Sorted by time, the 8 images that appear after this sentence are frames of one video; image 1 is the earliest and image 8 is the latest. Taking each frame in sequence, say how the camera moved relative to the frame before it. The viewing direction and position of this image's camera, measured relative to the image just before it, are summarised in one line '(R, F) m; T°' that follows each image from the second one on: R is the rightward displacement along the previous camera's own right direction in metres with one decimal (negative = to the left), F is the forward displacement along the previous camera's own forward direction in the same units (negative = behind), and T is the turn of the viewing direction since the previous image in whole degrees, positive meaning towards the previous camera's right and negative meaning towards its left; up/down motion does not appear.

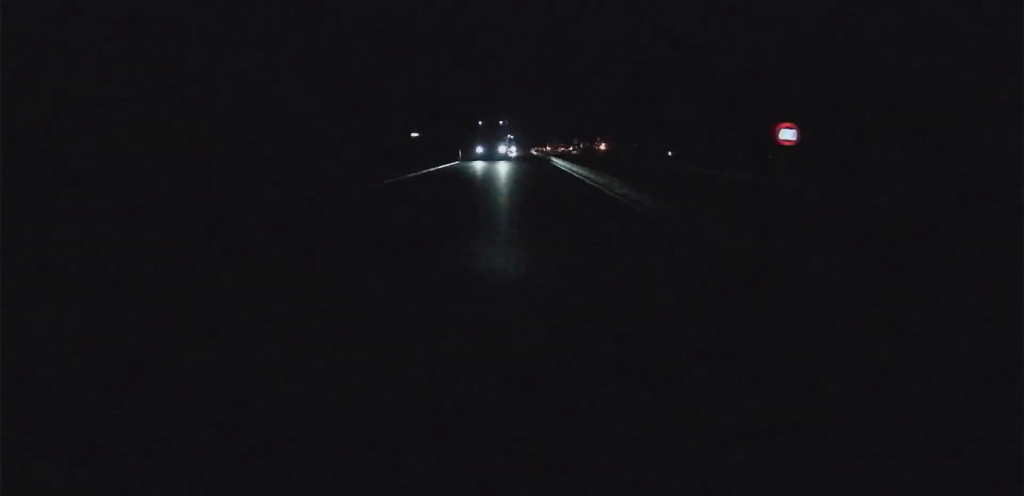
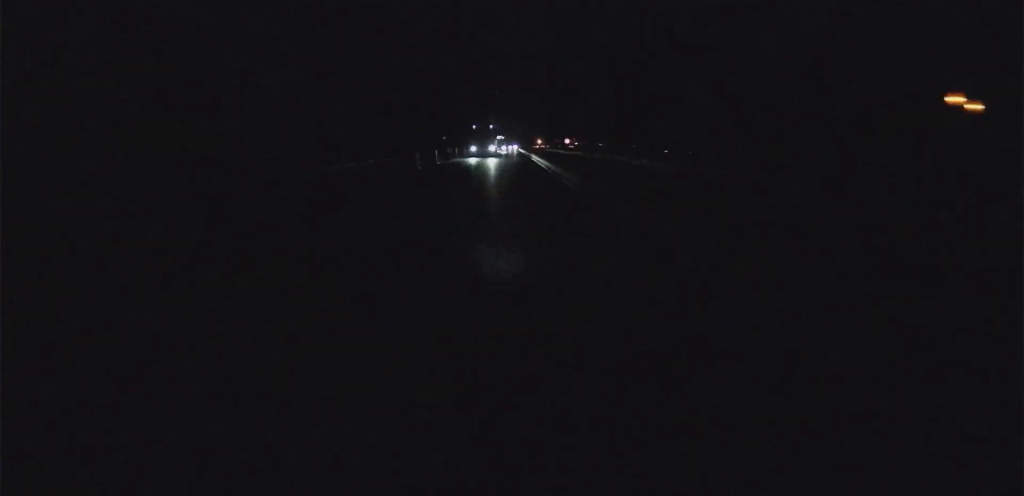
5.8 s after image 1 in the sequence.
(+0.4, +131.0) m; 0°
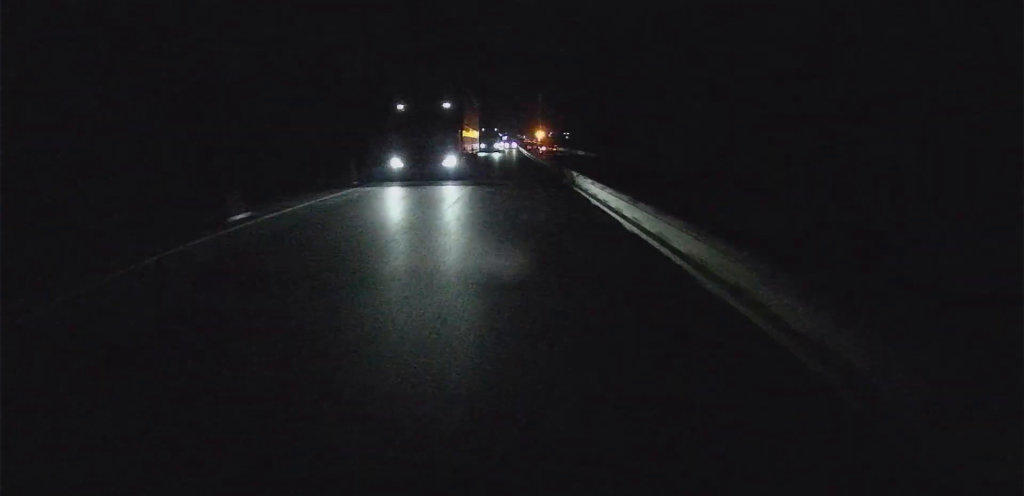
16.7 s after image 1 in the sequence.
(+0.6, +197.6) m; +2°
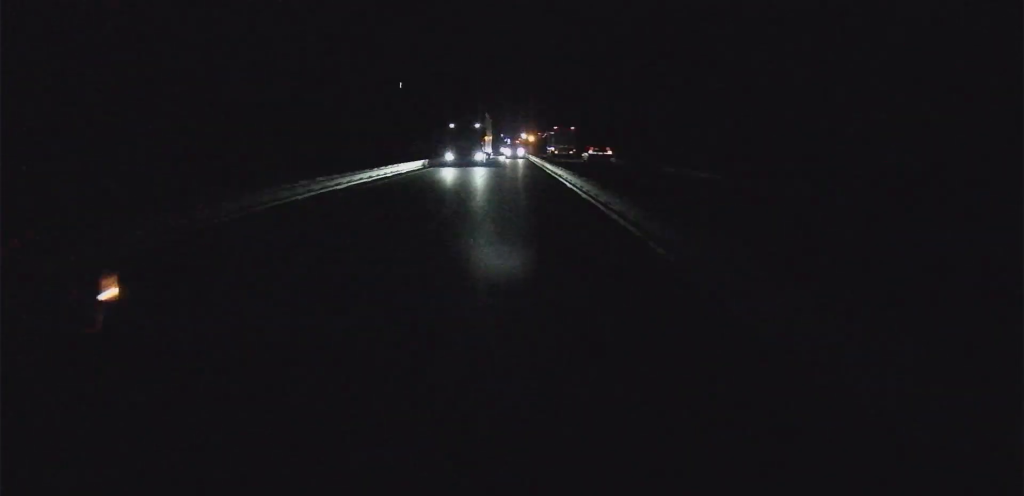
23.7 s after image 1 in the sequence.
(+2.6, +152.0) m; +2°
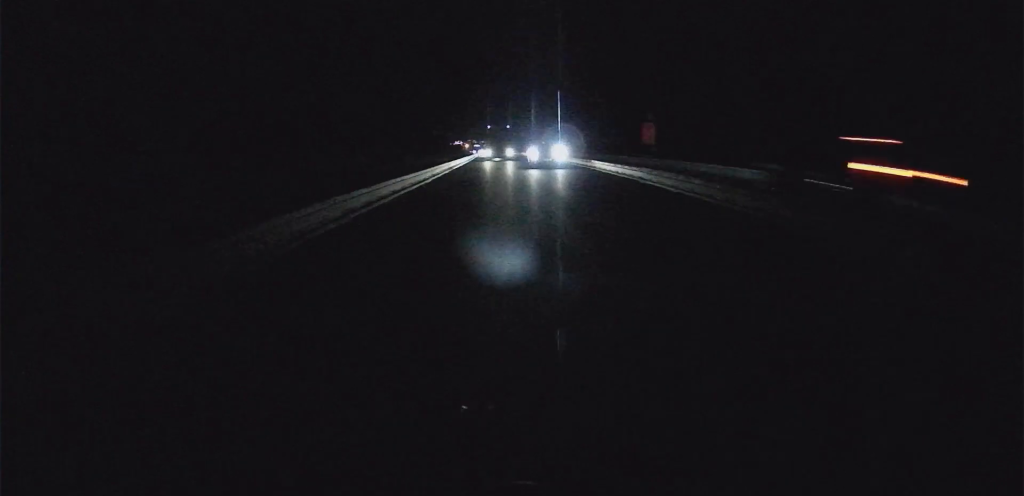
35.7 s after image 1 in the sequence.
(+11.6, +300.6) m; +5°
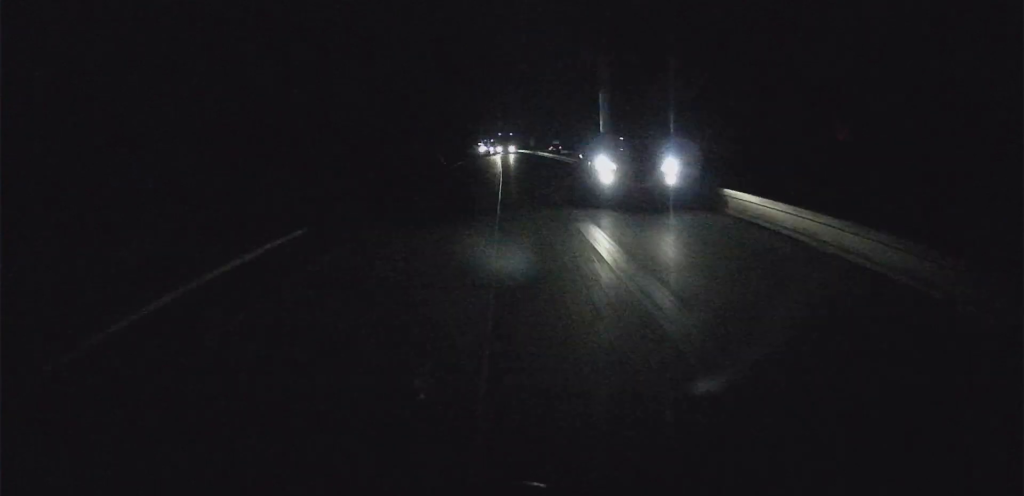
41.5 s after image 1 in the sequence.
(+2.9, +129.3) m; +3°
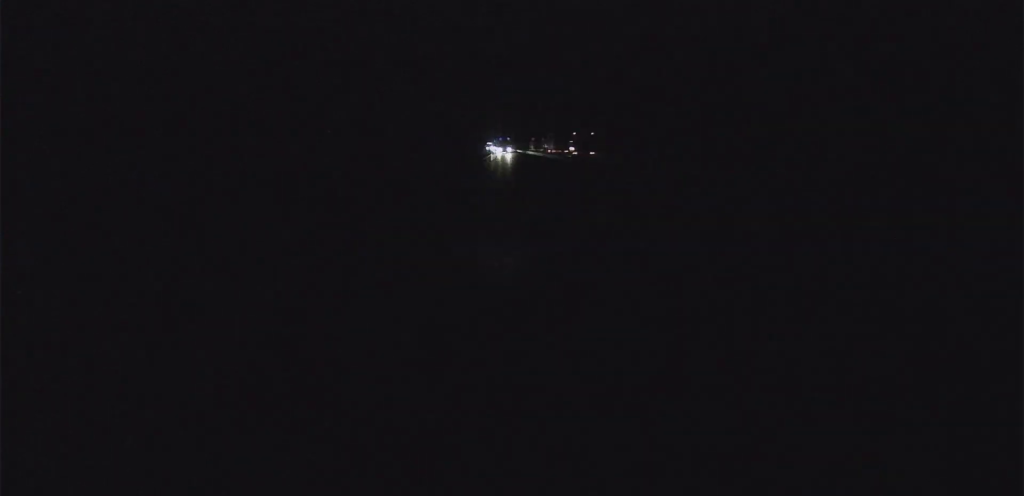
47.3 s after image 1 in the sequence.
(+4.0, +123.7) m; +3°
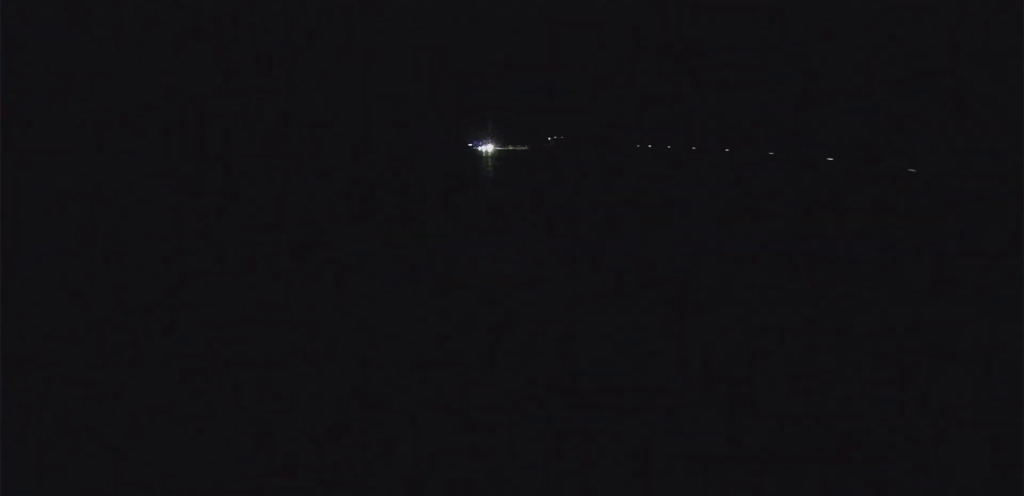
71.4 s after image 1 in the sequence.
(+48.6, +504.4) m; +9°
